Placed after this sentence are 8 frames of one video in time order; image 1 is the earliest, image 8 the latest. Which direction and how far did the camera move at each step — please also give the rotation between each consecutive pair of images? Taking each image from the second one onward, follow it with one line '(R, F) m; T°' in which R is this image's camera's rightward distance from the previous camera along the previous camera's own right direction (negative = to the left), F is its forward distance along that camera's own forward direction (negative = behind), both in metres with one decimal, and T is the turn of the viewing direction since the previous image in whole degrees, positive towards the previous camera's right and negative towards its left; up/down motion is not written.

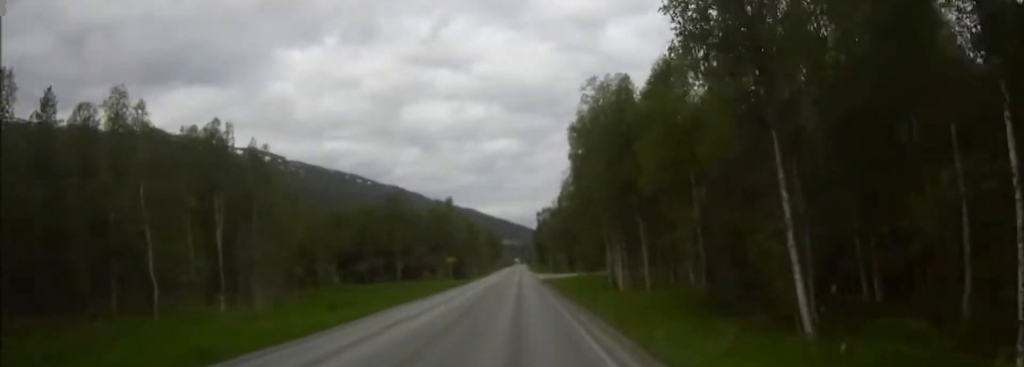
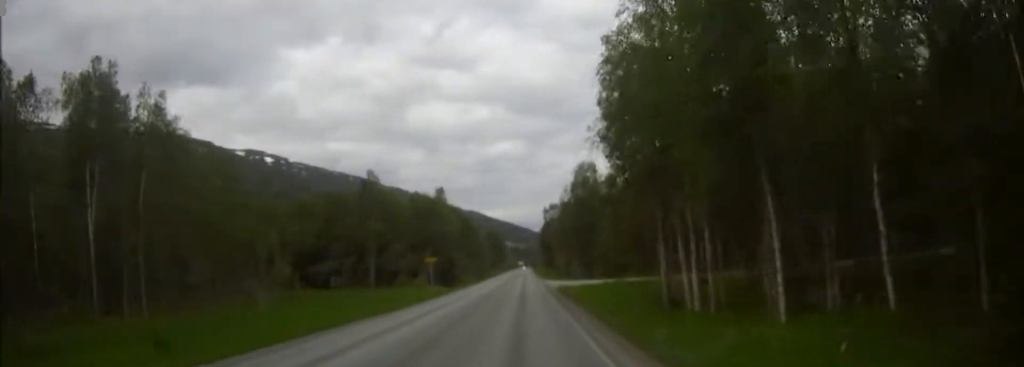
(-0.1, +22.3) m; 0°
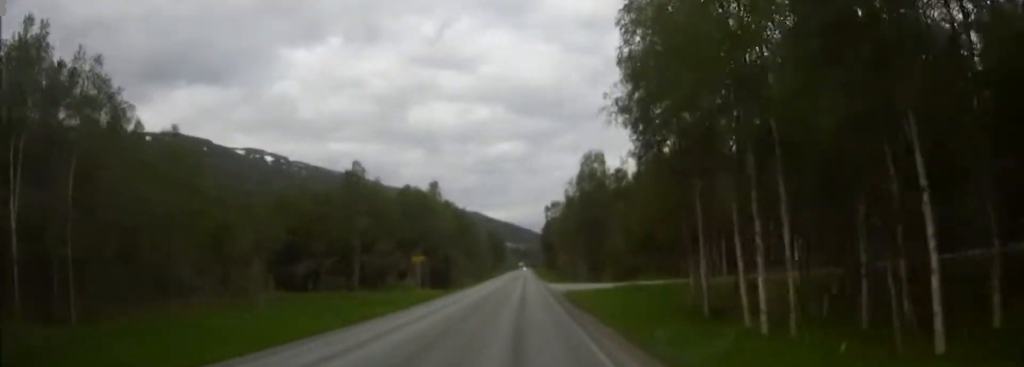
(0.0, +8.8) m; 0°
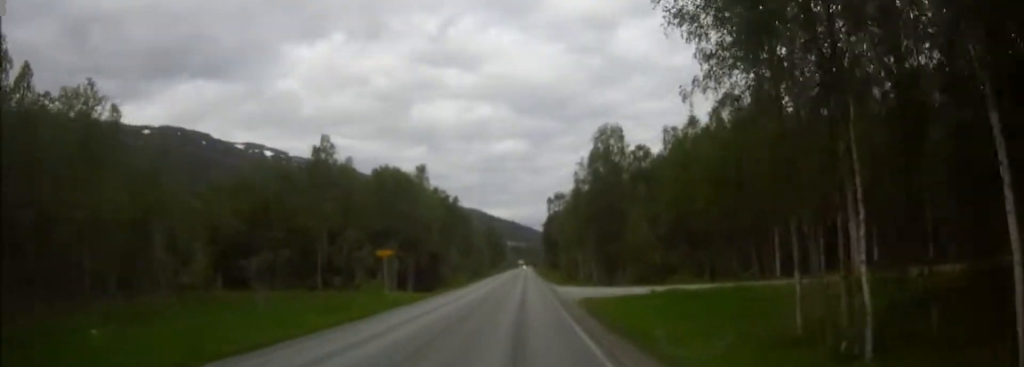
(0.0, +14.8) m; 0°
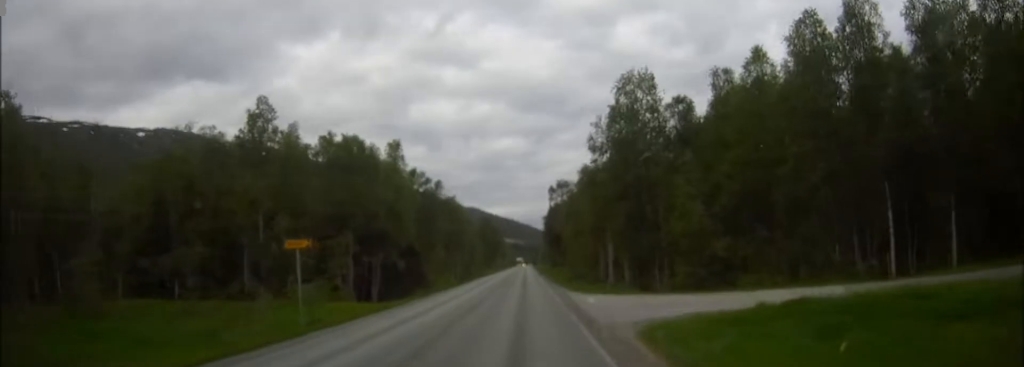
(0.0, +18.1) m; 0°
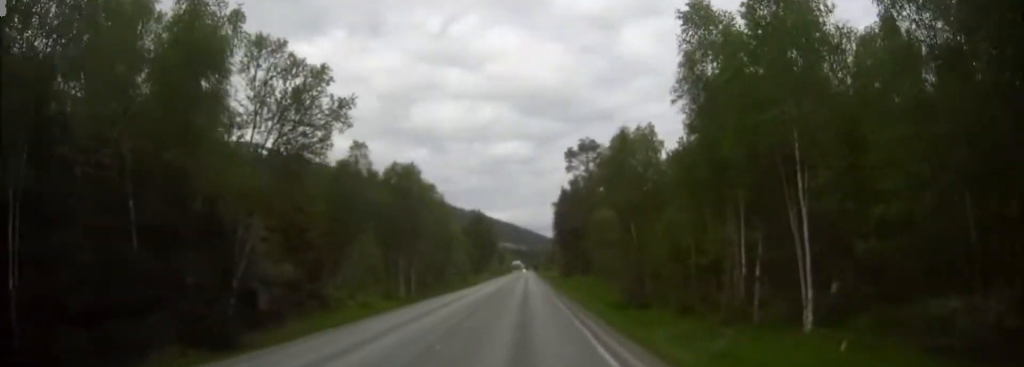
(+0.2, +49.3) m; 0°
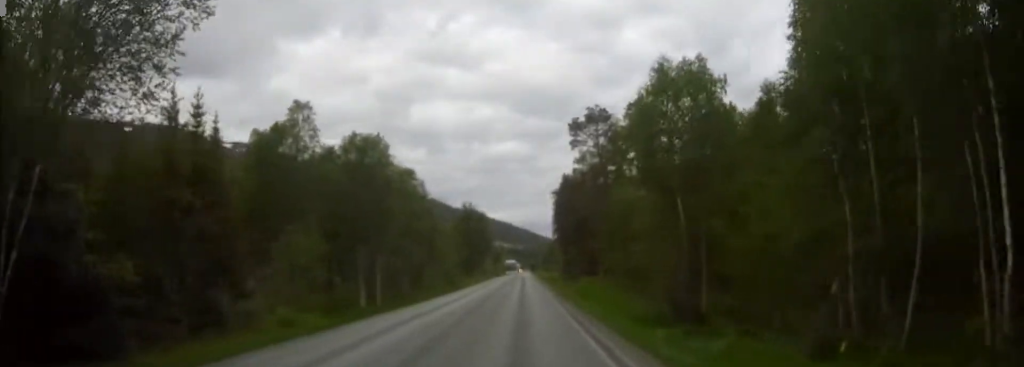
(-0.1, +16.3) m; 0°
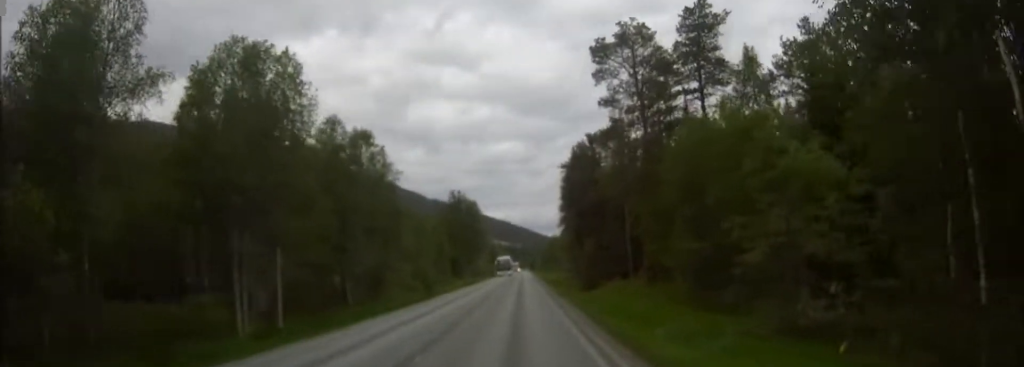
(0.0, +24.5) m; 0°
